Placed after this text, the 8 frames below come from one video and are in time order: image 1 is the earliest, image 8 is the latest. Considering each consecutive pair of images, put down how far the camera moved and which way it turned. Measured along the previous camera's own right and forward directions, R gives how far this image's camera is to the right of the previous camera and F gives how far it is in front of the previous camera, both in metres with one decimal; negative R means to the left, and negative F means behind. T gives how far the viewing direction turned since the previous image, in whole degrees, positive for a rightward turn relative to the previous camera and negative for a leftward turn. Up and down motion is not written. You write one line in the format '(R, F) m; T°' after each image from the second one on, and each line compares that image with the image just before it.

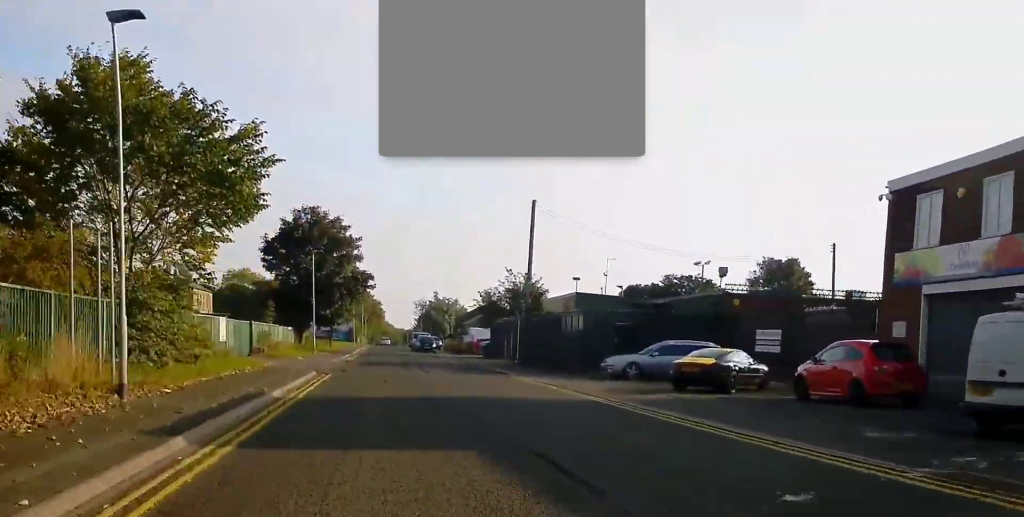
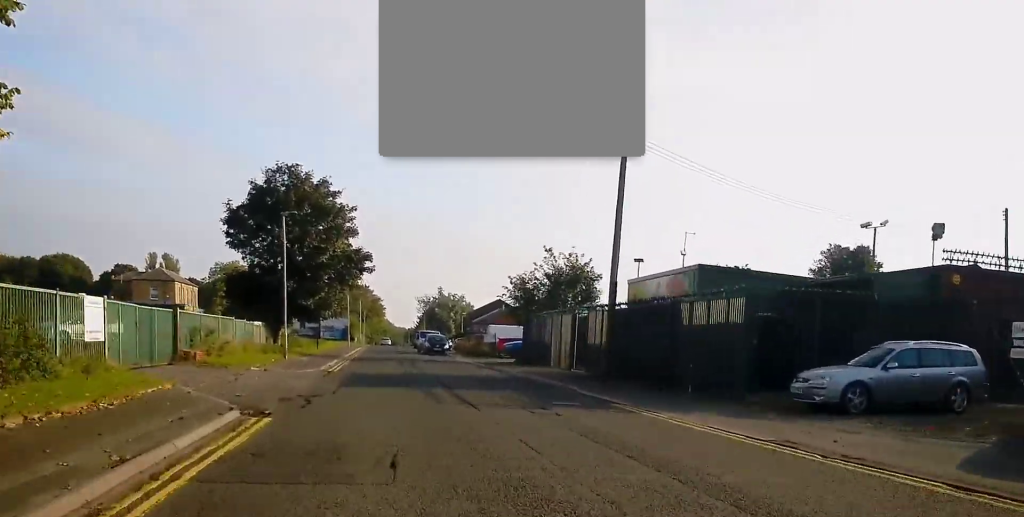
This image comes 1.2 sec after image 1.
(+0.1, +14.2) m; 0°
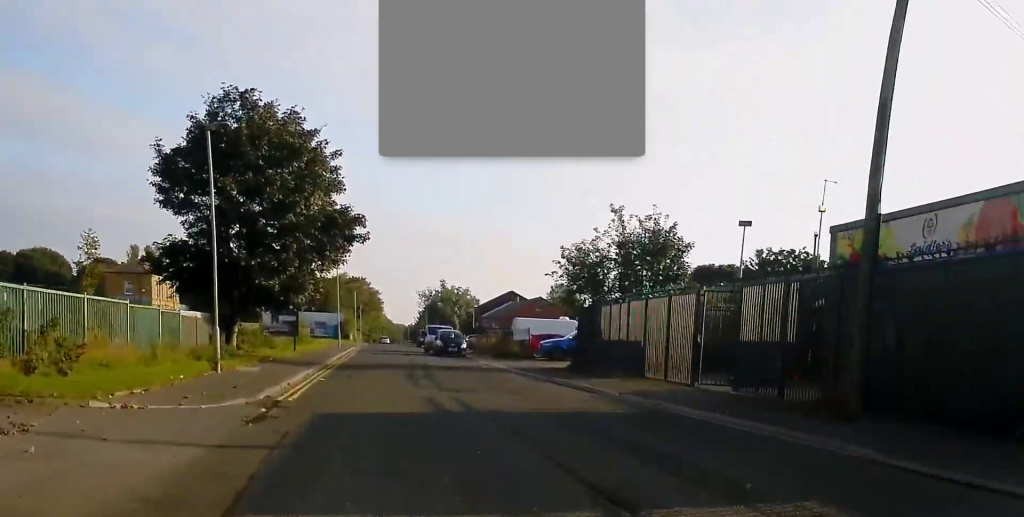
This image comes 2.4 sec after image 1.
(-0.2, +14.0) m; 0°
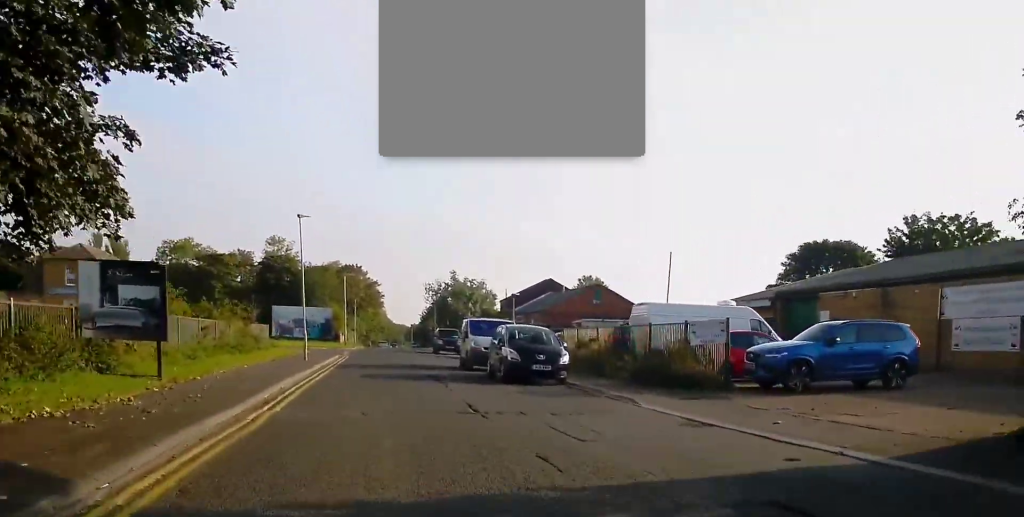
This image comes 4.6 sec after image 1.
(+1.2, +26.1) m; +3°
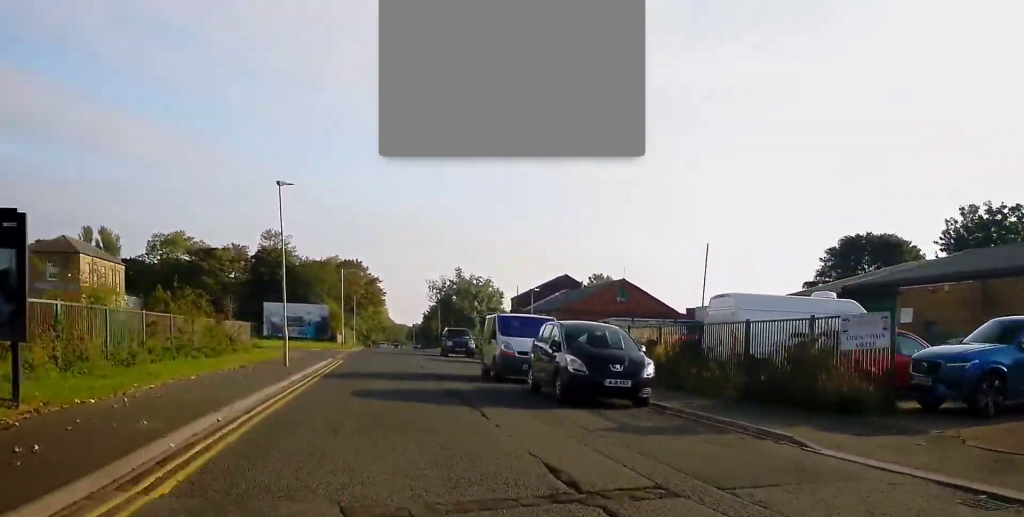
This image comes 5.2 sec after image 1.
(-0.2, +6.9) m; -1°
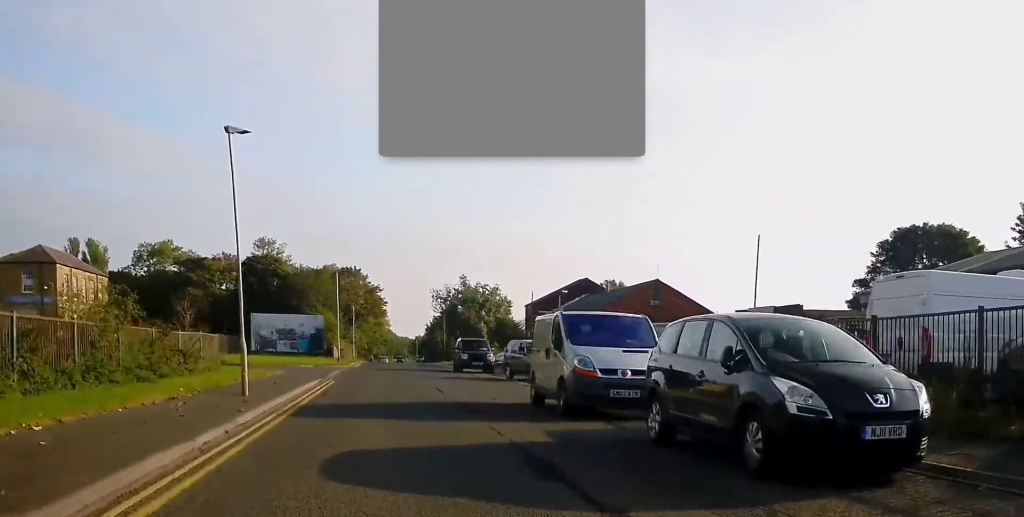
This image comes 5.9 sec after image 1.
(-0.1, +8.2) m; 0°
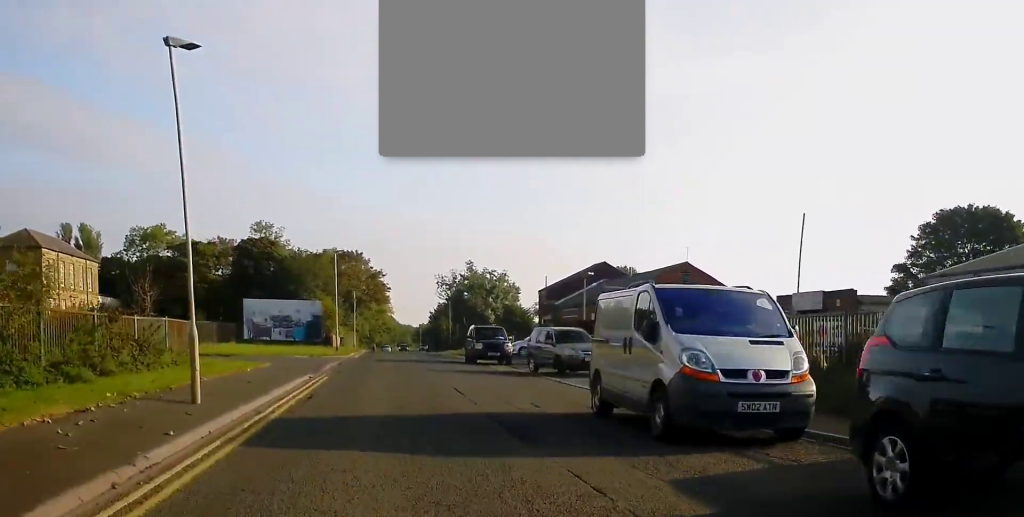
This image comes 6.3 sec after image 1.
(0.0, +5.0) m; 0°
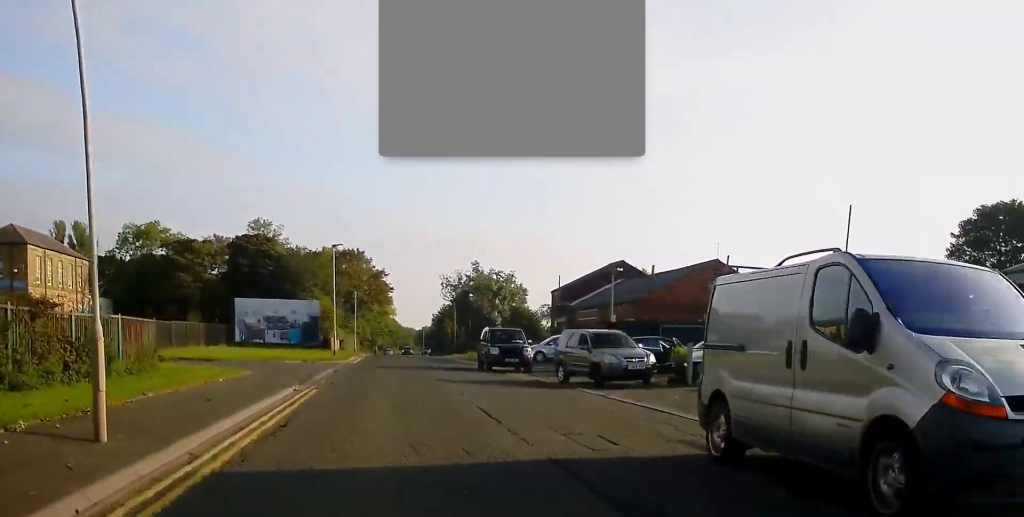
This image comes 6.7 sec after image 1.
(0.0, +4.5) m; 0°
